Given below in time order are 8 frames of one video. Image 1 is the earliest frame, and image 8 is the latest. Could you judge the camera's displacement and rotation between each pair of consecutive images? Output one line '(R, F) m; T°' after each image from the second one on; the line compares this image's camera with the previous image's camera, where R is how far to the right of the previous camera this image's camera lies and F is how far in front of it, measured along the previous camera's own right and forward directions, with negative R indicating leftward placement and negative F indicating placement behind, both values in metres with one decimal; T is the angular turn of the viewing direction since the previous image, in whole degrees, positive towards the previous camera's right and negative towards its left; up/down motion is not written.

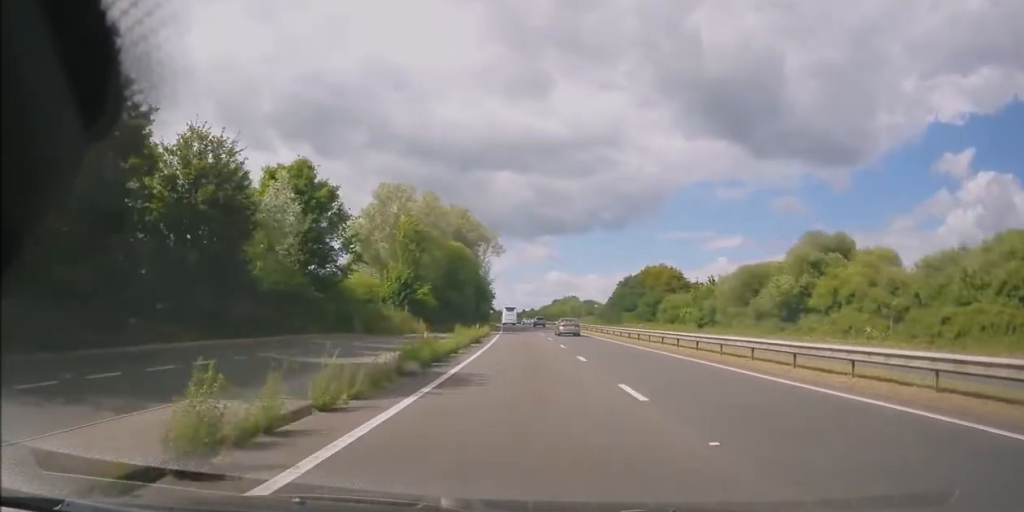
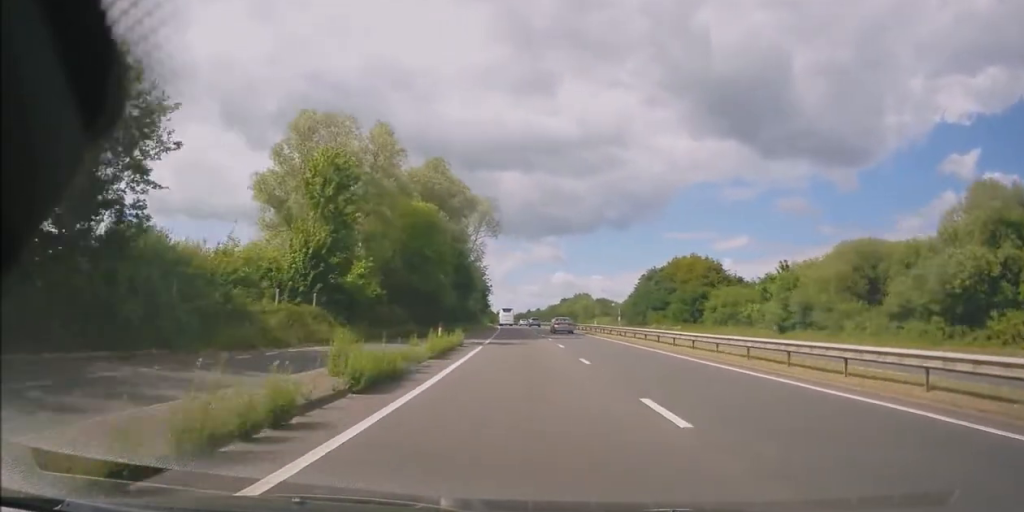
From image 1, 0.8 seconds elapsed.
(0.0, +22.0) m; 0°
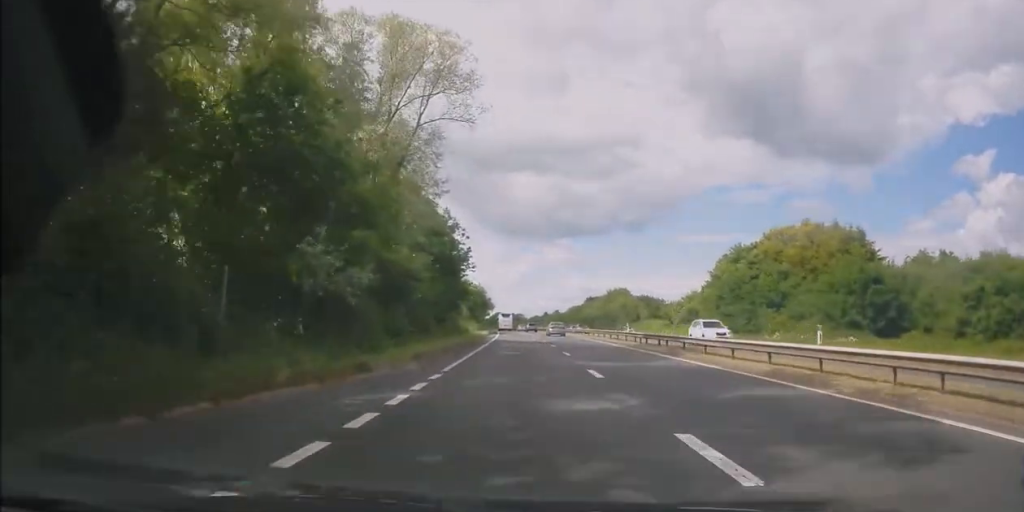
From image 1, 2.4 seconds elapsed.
(-0.9, +42.0) m; -2°
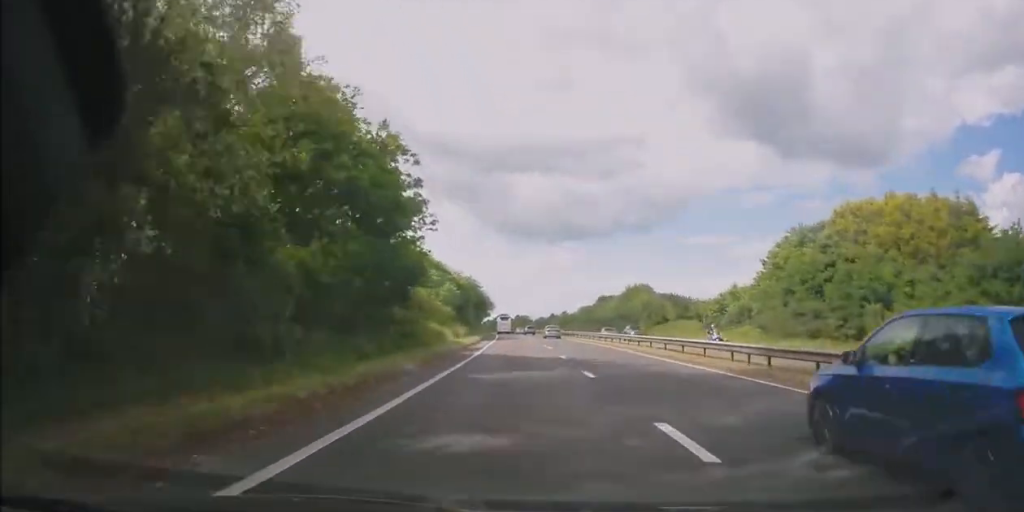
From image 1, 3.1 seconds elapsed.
(0.0, +17.3) m; 0°
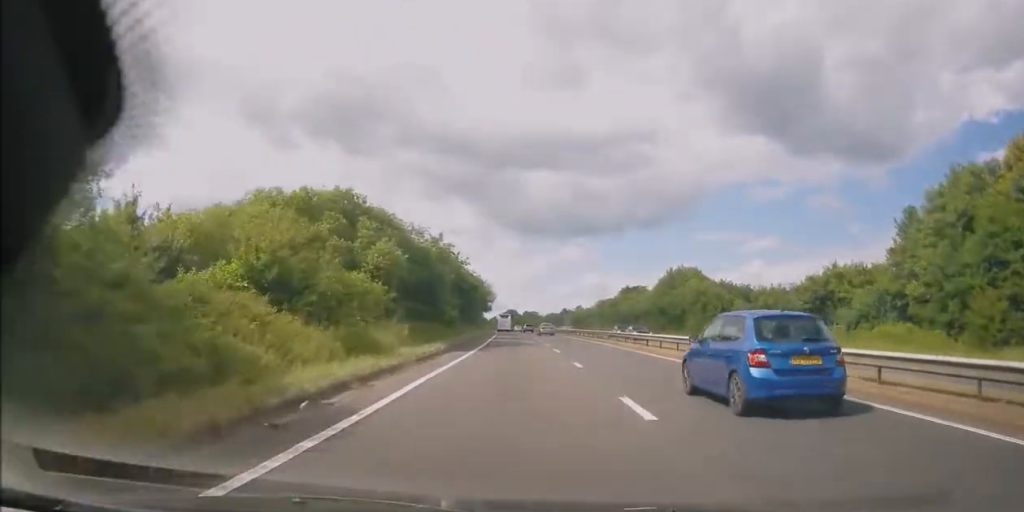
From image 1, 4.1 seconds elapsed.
(+0.1, +25.1) m; -1°
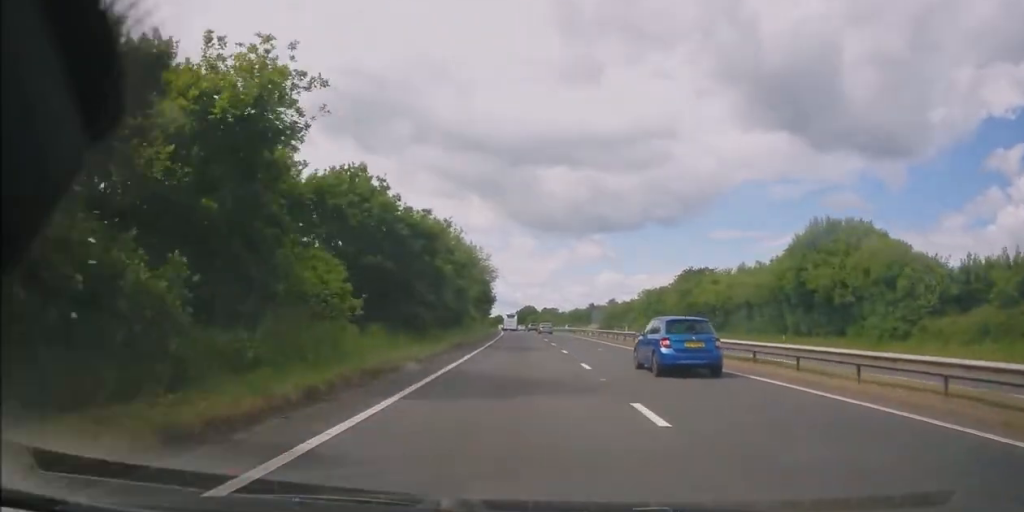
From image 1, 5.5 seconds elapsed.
(-0.7, +37.1) m; -2°
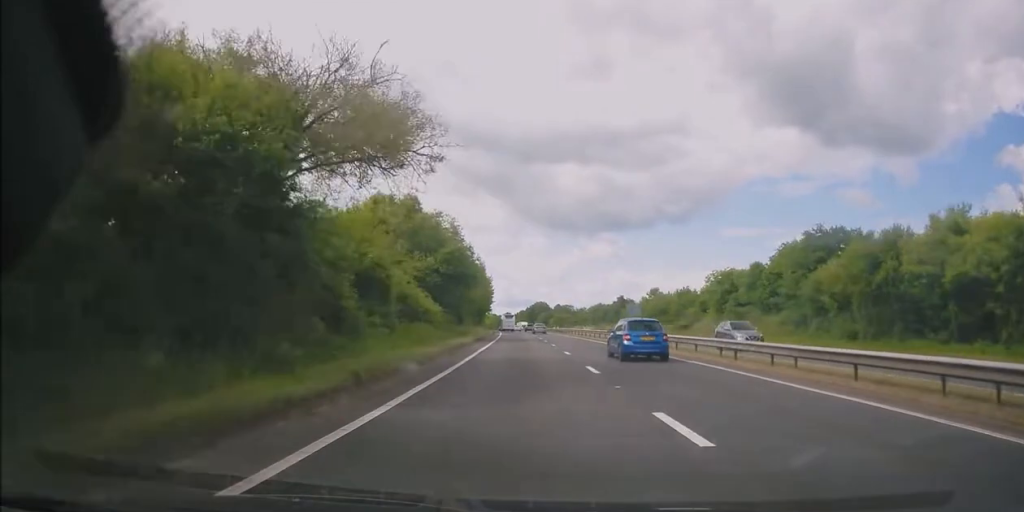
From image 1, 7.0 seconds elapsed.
(-0.6, +37.6) m; -1°
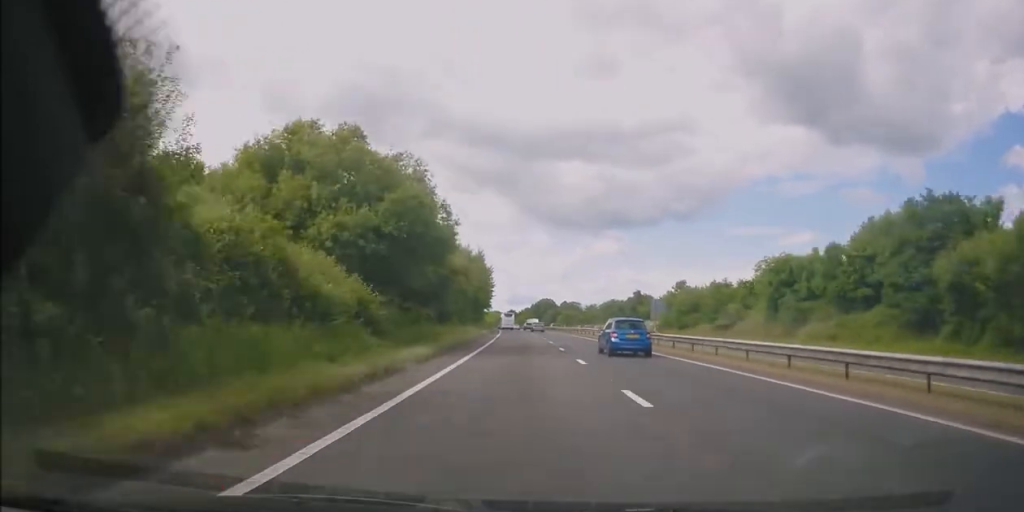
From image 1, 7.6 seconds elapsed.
(0.0, +15.4) m; 0°
